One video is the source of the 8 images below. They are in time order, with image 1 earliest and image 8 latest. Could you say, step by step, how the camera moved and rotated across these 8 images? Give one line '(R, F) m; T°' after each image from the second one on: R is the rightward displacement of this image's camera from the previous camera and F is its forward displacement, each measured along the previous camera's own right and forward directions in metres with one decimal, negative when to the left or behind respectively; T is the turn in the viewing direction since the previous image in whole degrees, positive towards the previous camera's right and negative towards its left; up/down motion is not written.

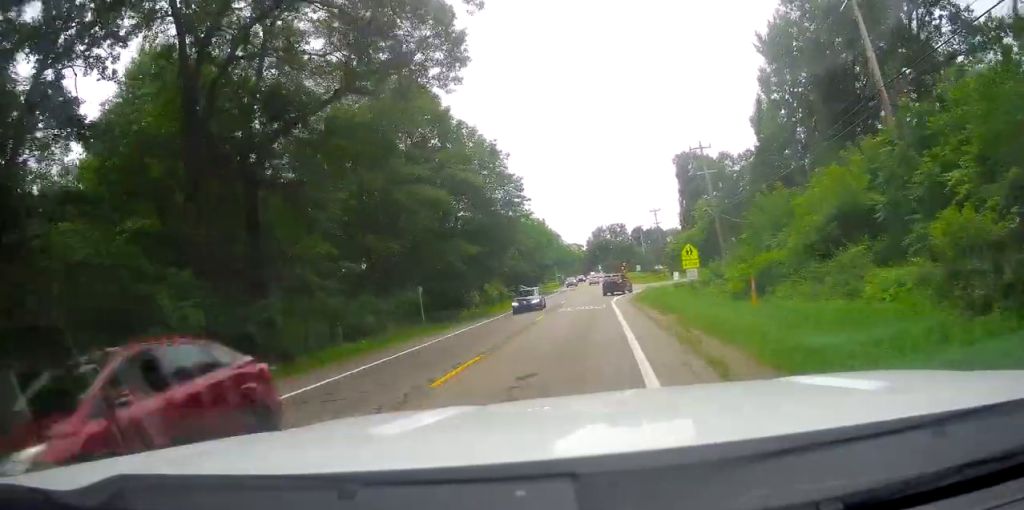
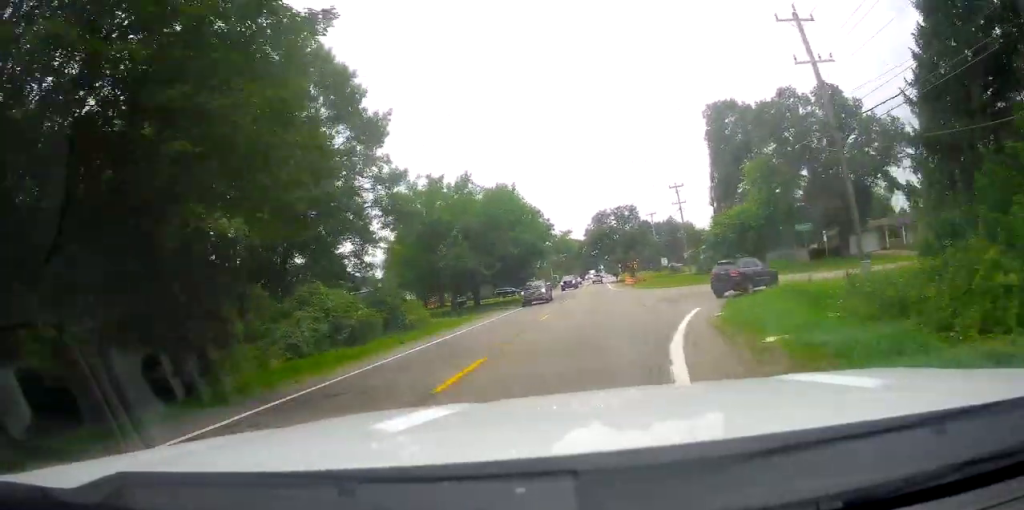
(-0.8, +32.5) m; 0°
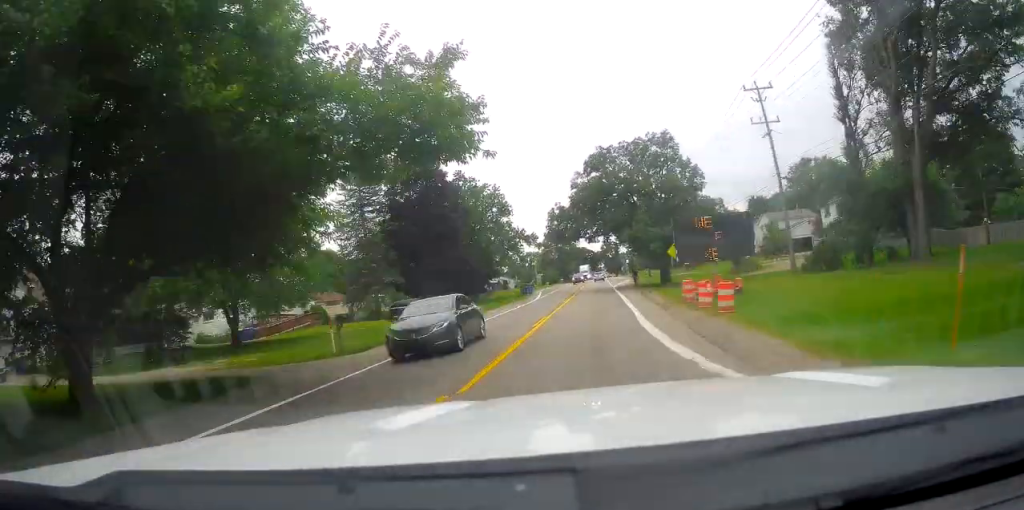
(+1.5, +47.9) m; 0°
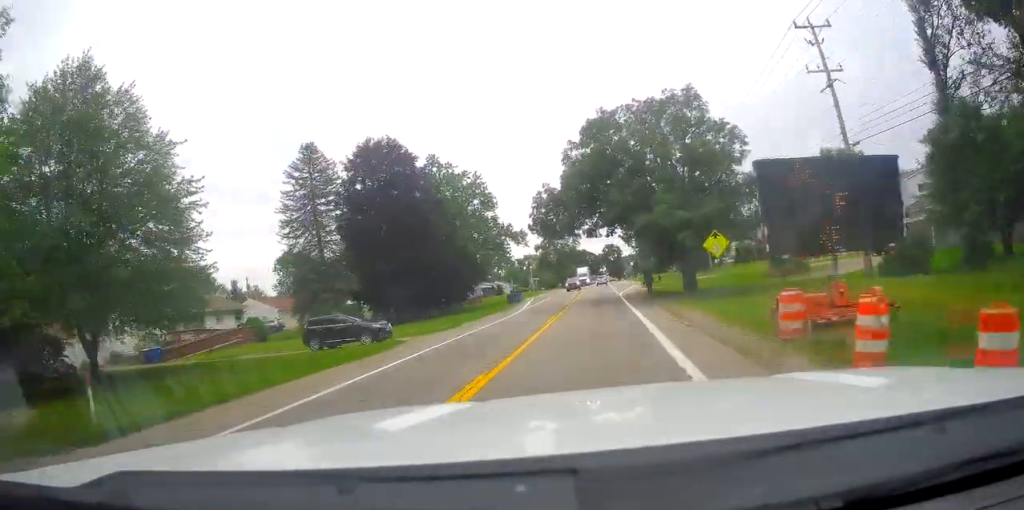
(-0.4, +13.0) m; -1°
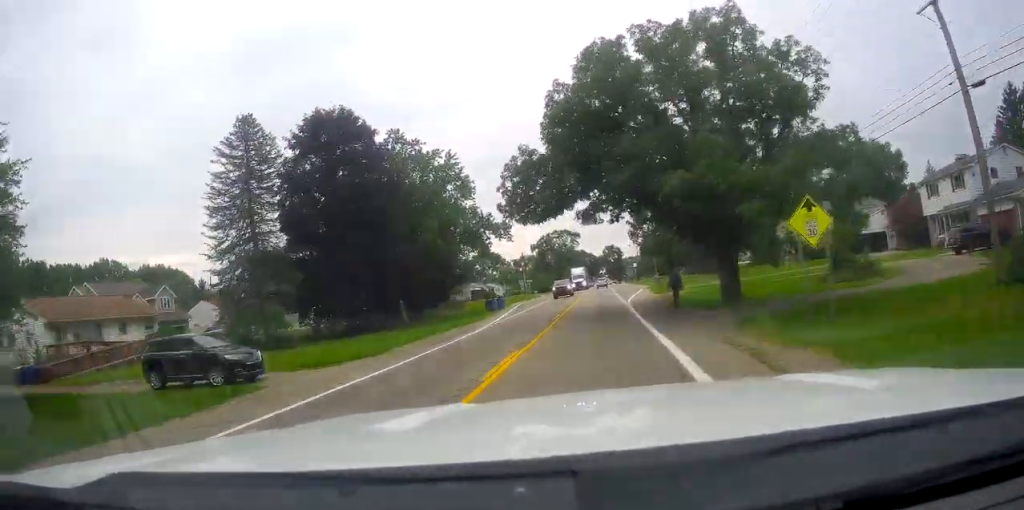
(-0.2, +12.3) m; -1°
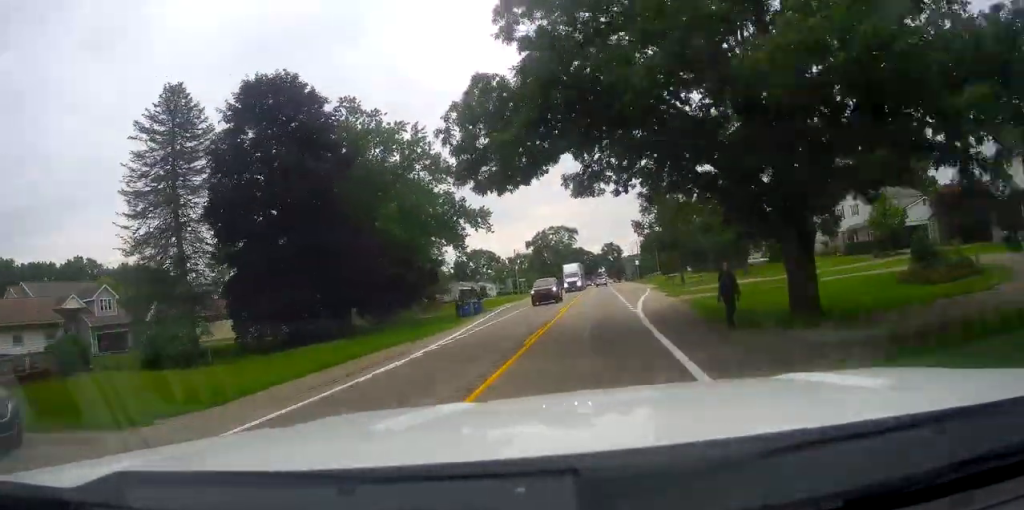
(-0.1, +10.1) m; +1°
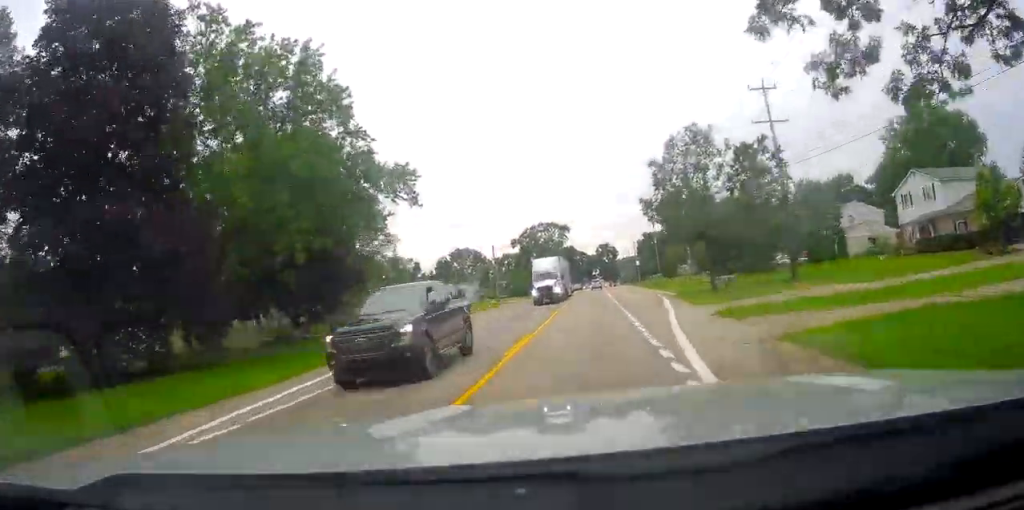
(+0.3, +17.6) m; +1°
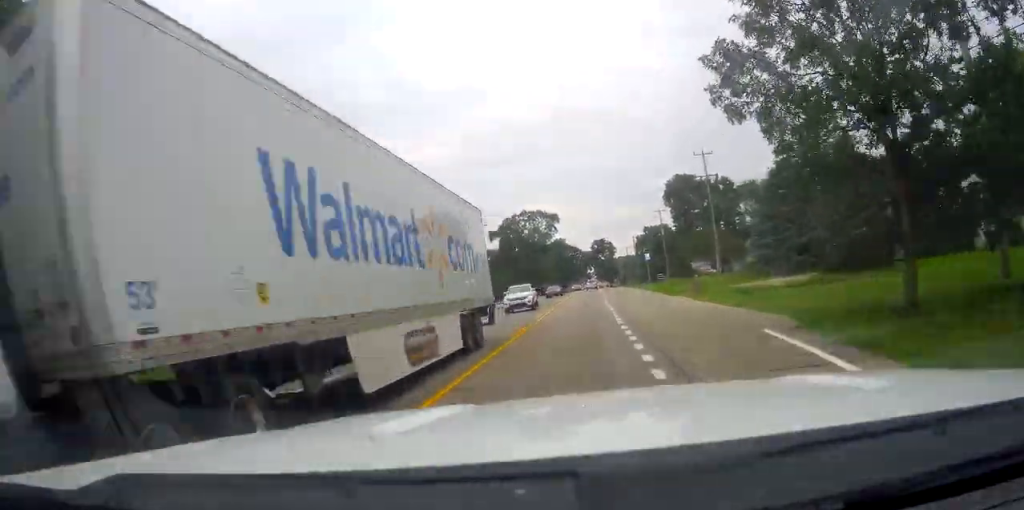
(+0.2, +25.9) m; +1°
